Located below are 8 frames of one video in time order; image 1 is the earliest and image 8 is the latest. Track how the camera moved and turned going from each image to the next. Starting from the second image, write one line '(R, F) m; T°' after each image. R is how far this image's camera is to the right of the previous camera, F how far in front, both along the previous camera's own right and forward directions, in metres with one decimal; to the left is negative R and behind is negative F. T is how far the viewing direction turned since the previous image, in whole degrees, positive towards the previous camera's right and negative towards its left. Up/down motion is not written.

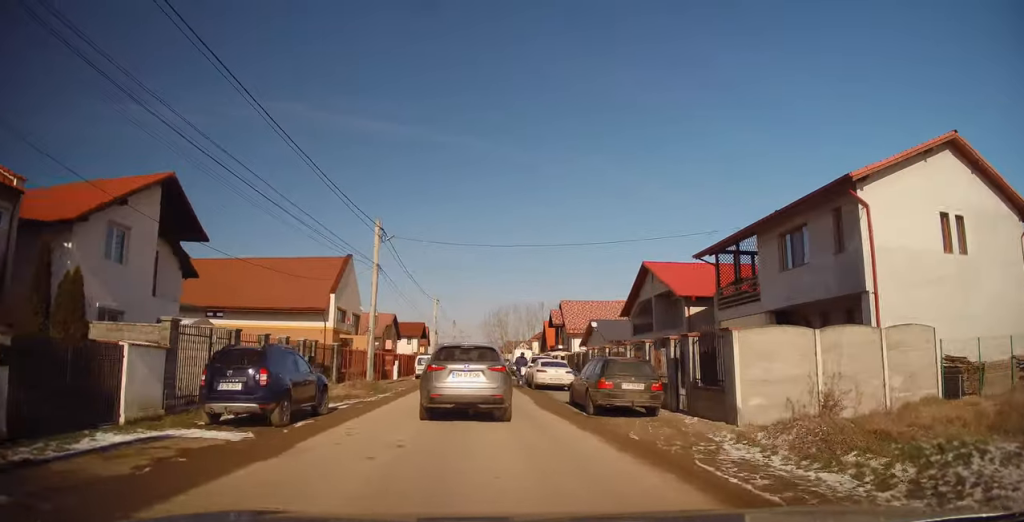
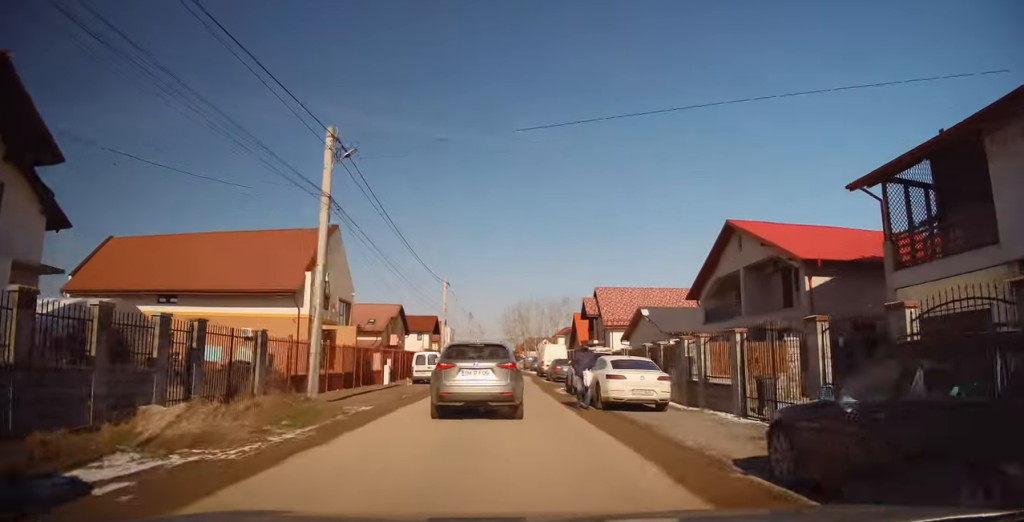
(-0.4, +10.3) m; -2°
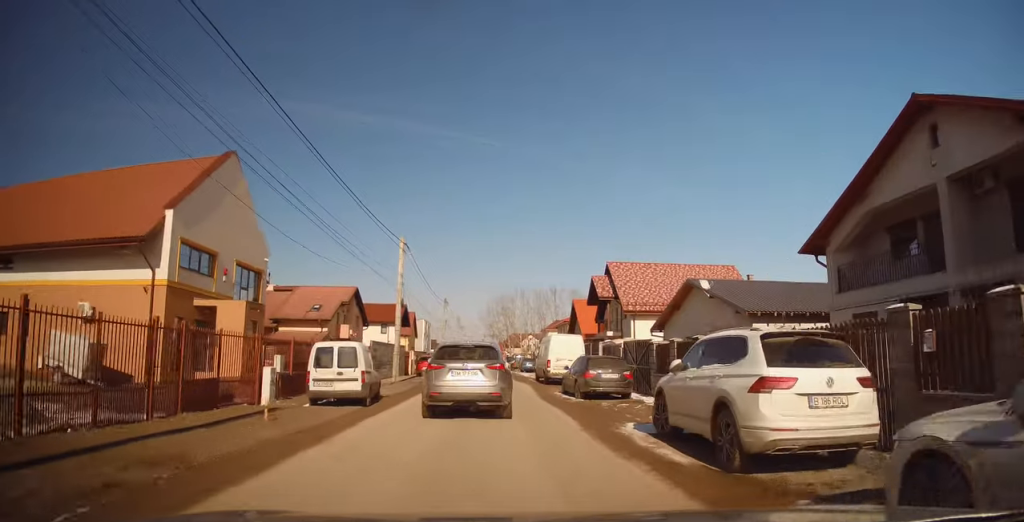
(+0.1, +14.4) m; 0°
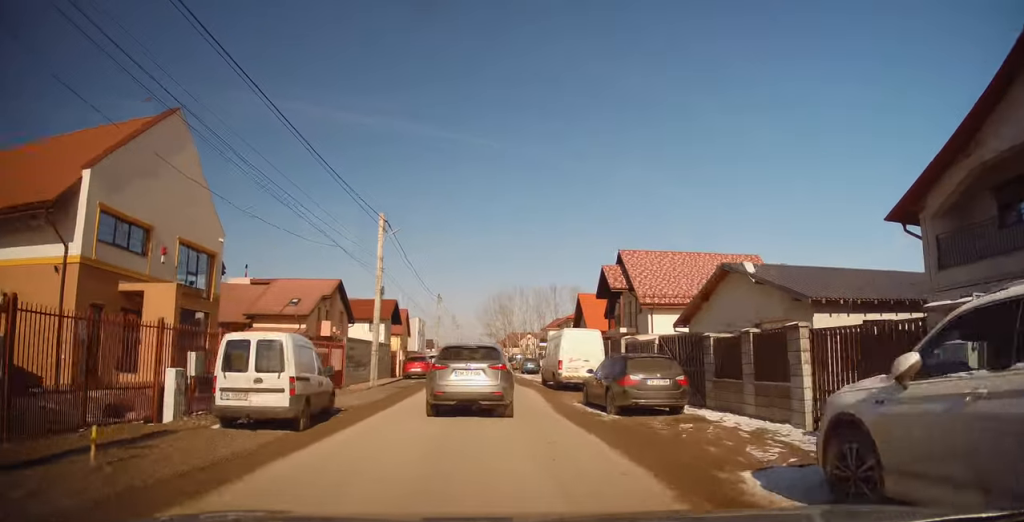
(0.0, +5.4) m; +1°
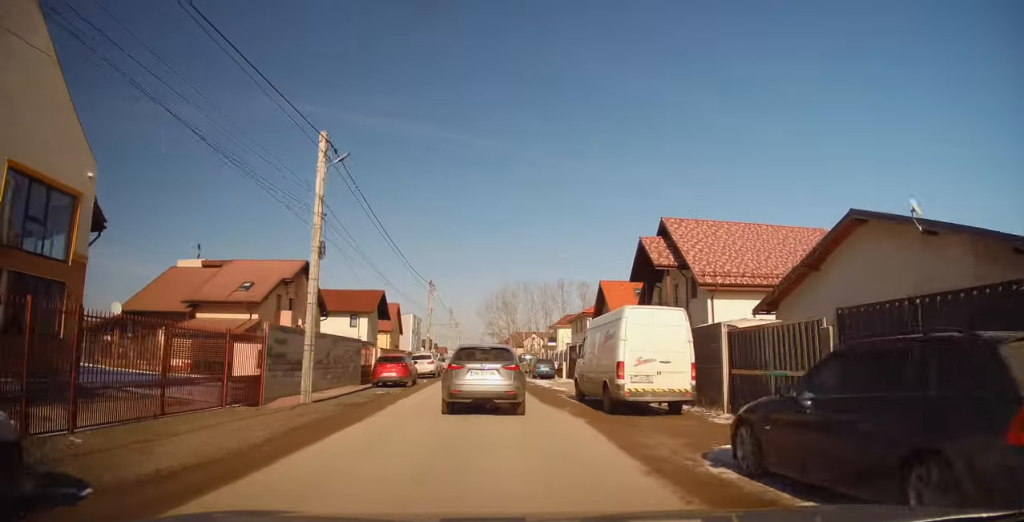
(+0.1, +9.9) m; +1°
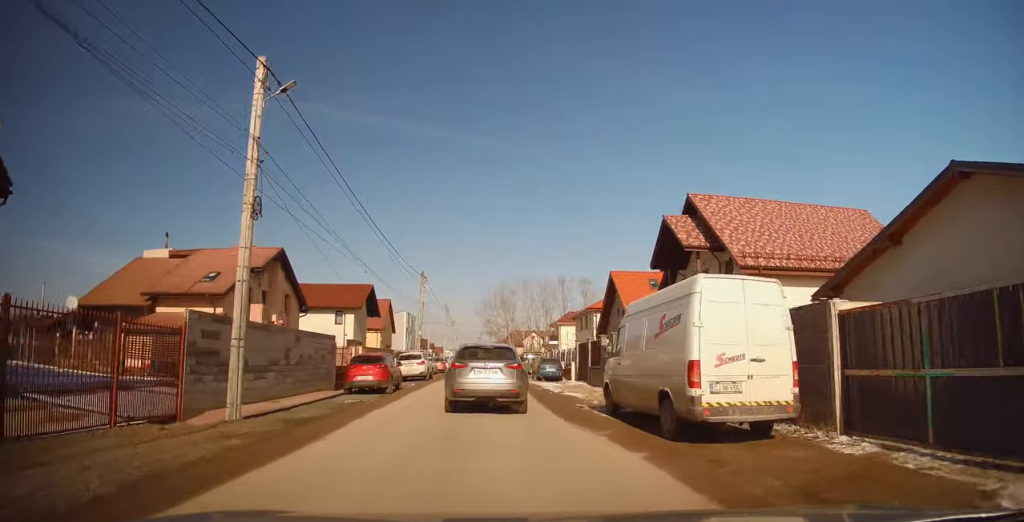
(0.0, +4.6) m; 0°
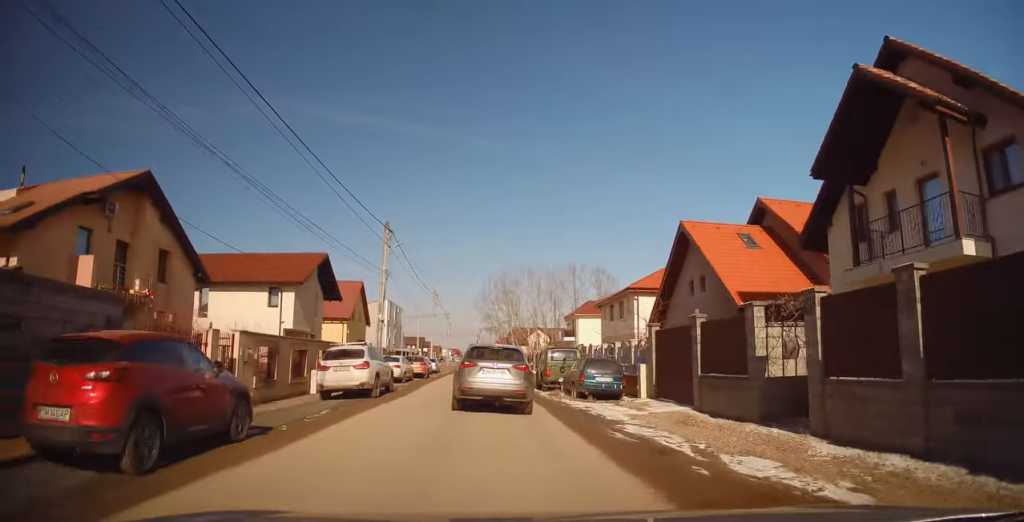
(0.0, +15.0) m; 0°
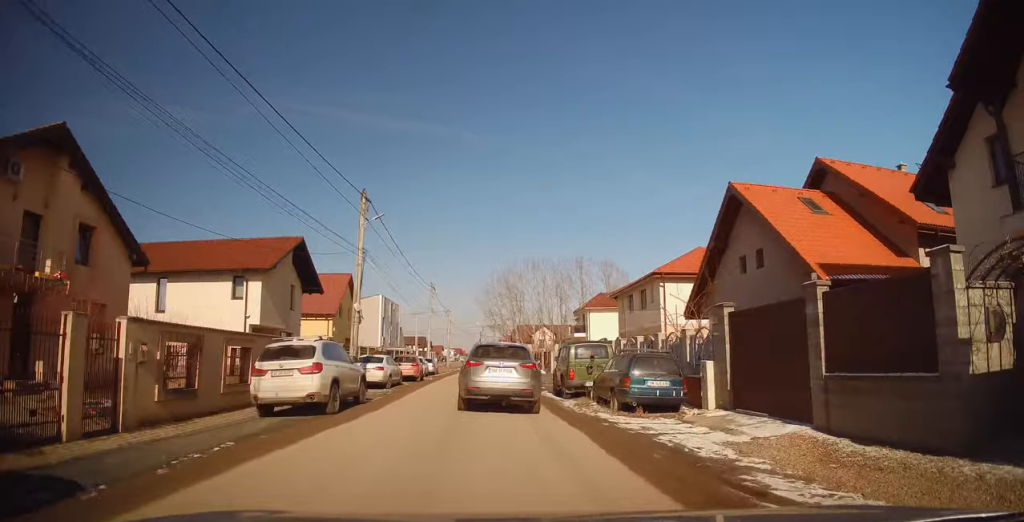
(0.0, +5.2) m; +1°
